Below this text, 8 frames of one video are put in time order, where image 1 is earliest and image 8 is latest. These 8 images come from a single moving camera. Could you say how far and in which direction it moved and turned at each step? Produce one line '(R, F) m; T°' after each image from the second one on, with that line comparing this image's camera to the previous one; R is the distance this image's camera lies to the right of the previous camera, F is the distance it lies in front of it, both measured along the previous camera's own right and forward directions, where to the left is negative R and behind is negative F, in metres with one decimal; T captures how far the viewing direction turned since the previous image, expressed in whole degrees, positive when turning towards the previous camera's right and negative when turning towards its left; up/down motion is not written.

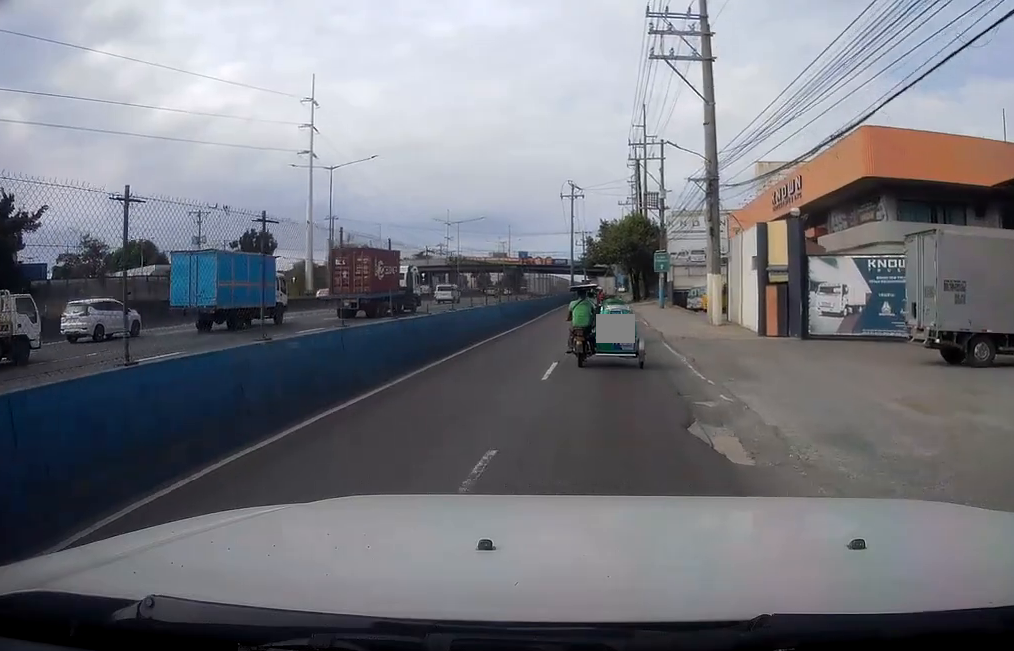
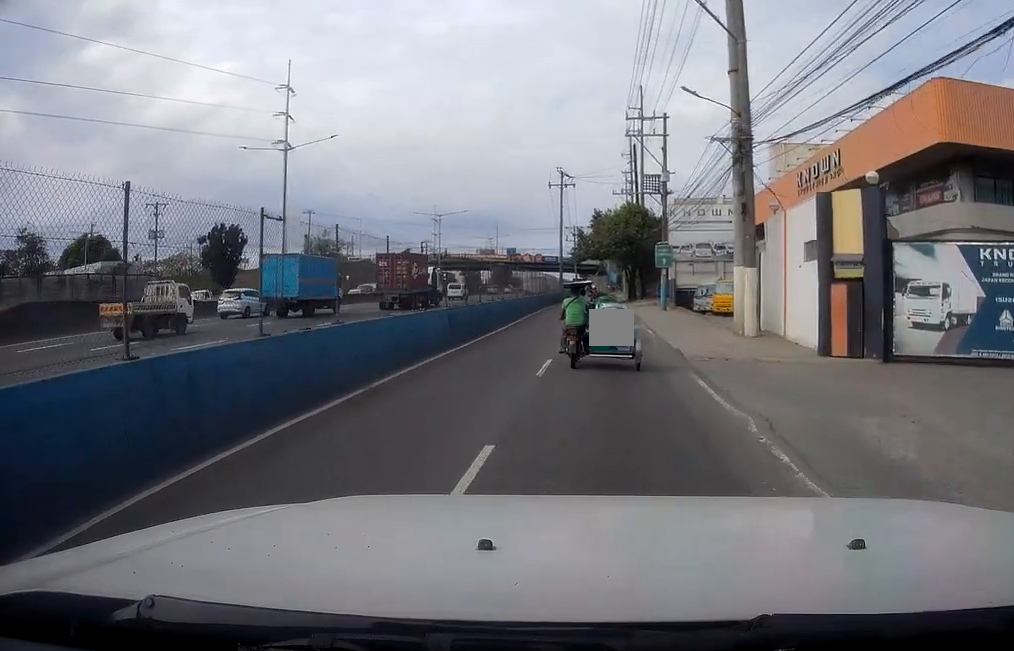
(-0.4, +9.4) m; -2°
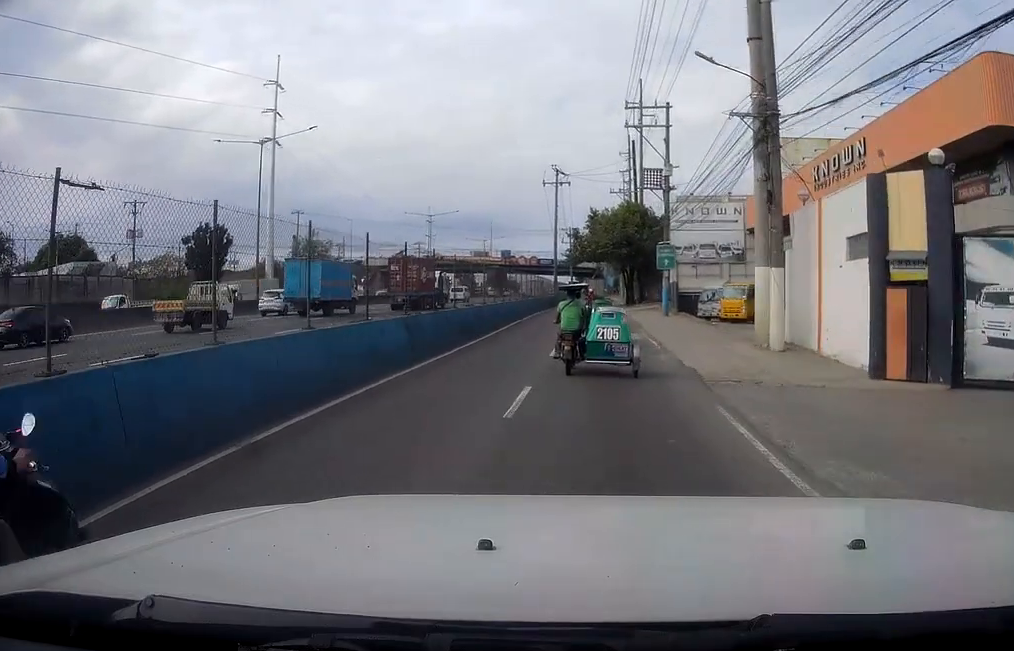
(0.0, +4.2) m; +1°
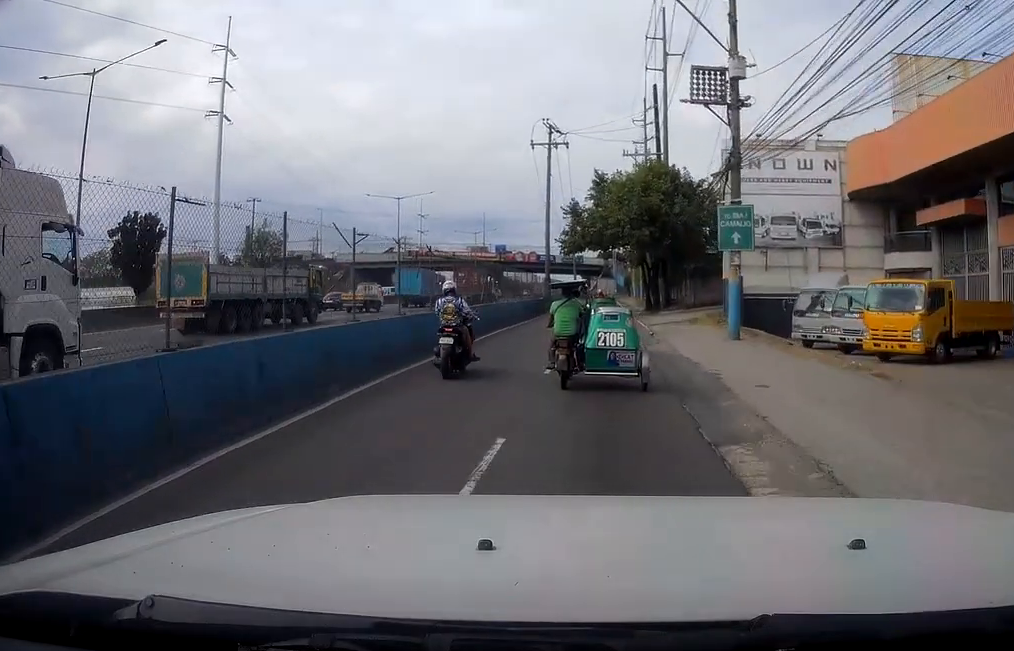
(+0.9, +23.4) m; +1°
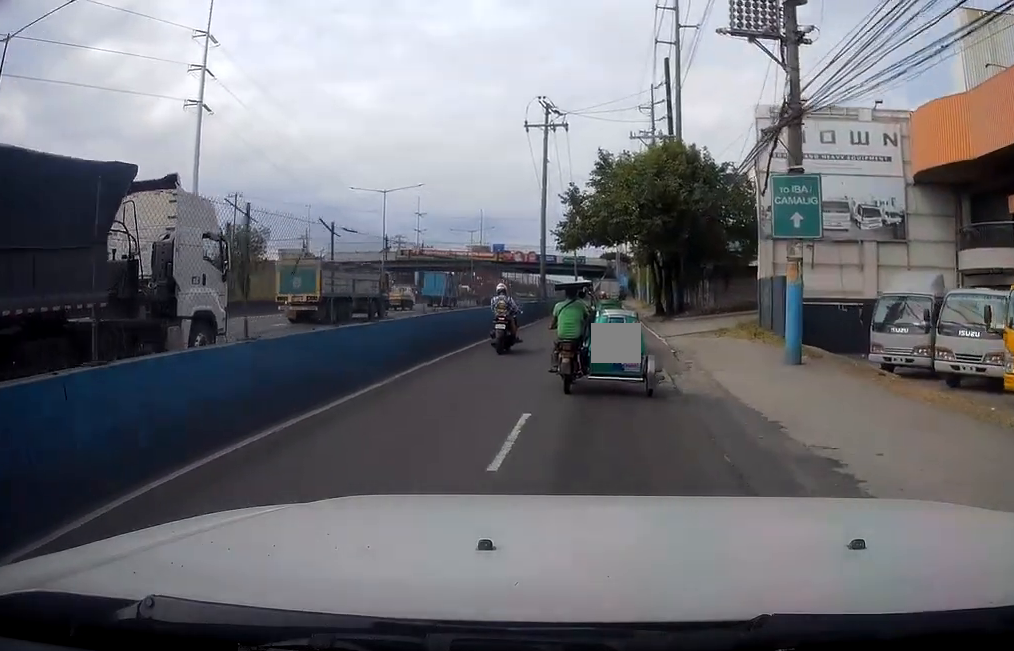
(-0.4, +8.1) m; +1°
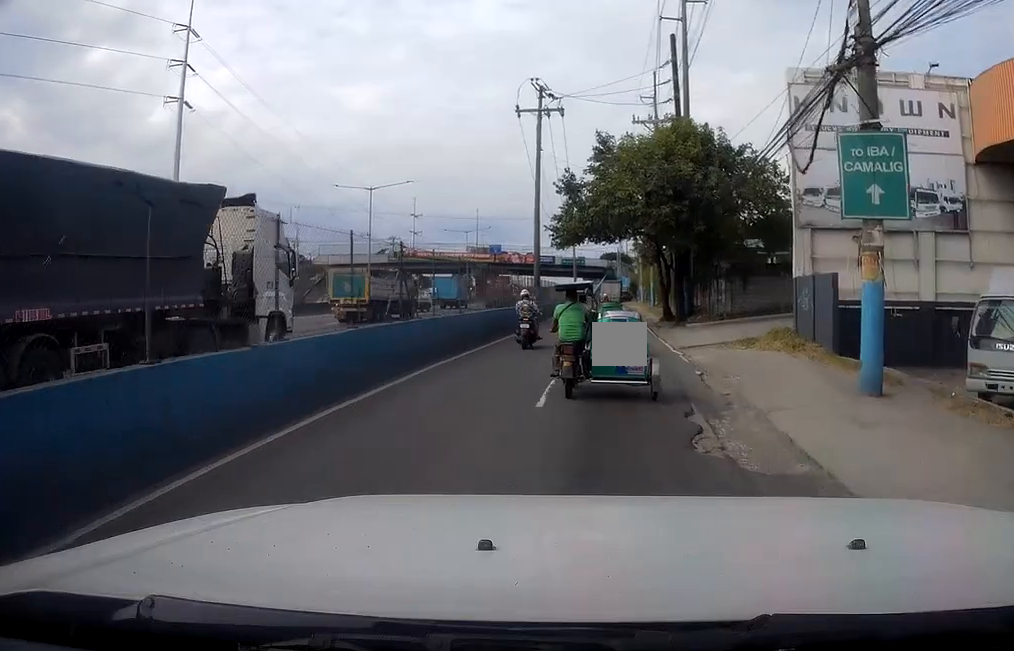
(+0.4, +5.3) m; +2°
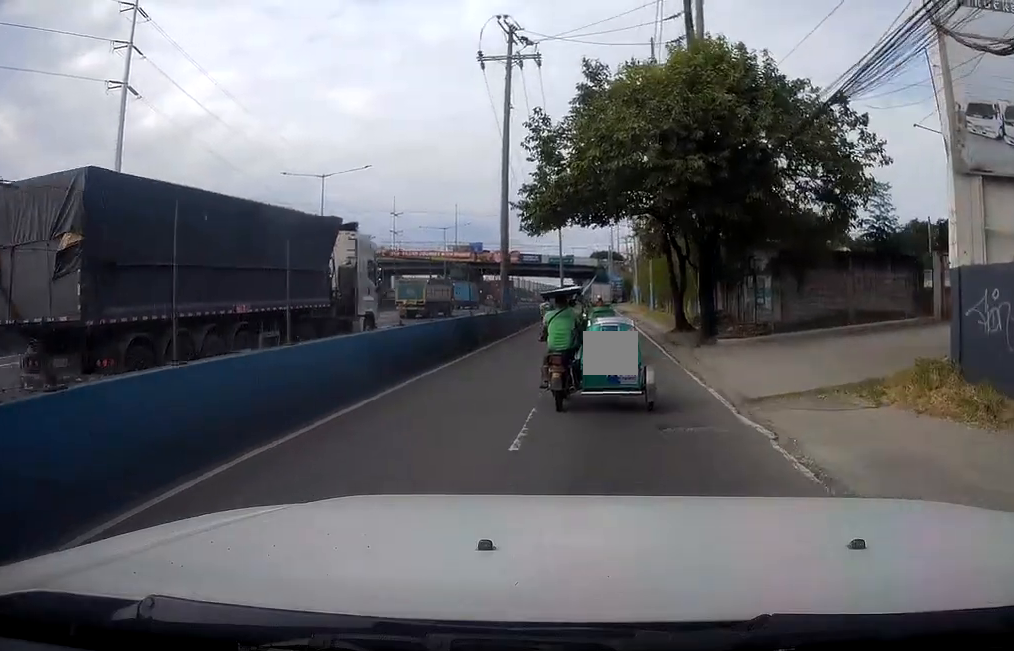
(+0.3, +11.7) m; +1°
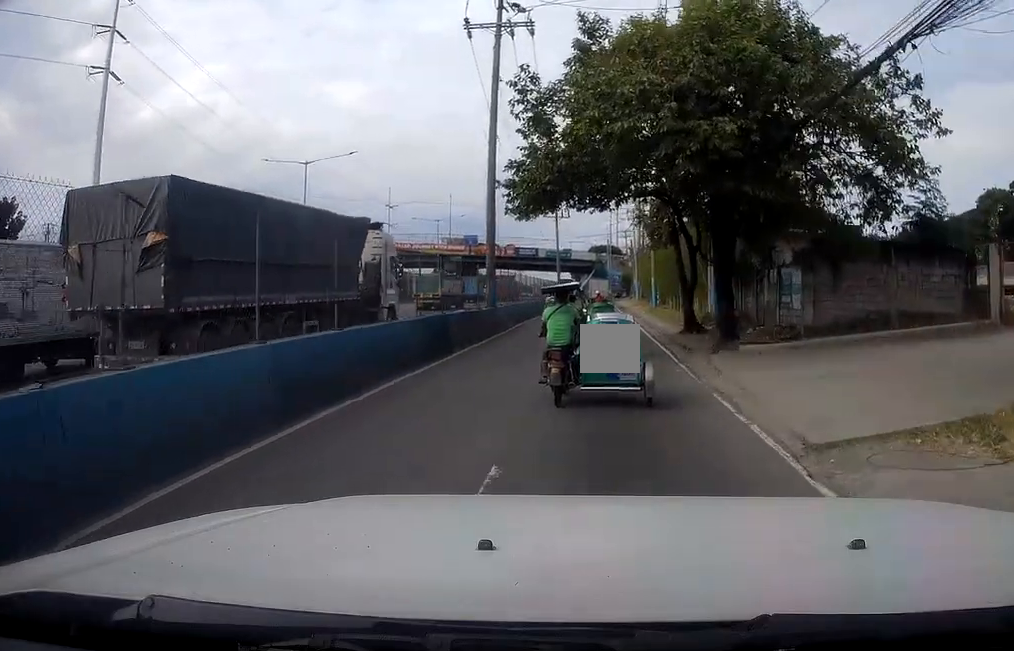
(0.0, +4.0) m; -1°
